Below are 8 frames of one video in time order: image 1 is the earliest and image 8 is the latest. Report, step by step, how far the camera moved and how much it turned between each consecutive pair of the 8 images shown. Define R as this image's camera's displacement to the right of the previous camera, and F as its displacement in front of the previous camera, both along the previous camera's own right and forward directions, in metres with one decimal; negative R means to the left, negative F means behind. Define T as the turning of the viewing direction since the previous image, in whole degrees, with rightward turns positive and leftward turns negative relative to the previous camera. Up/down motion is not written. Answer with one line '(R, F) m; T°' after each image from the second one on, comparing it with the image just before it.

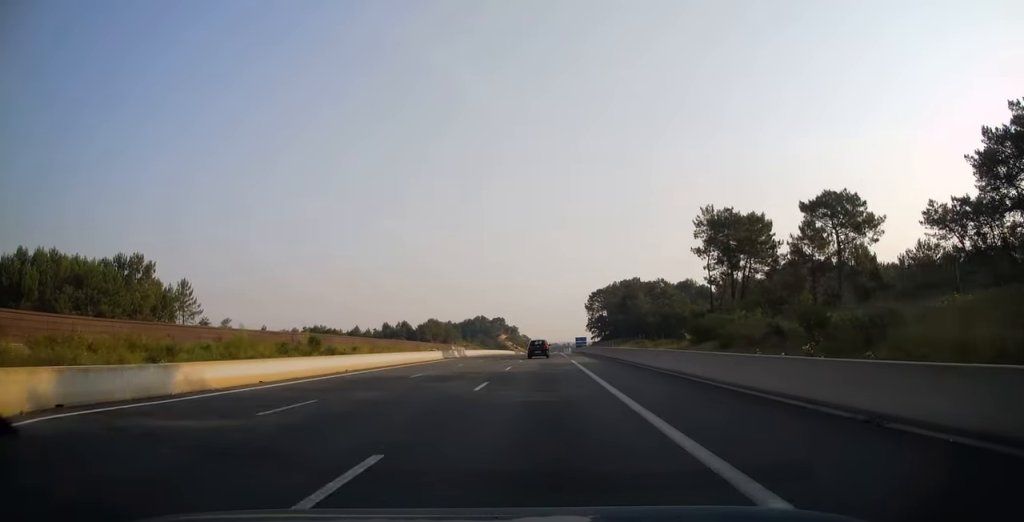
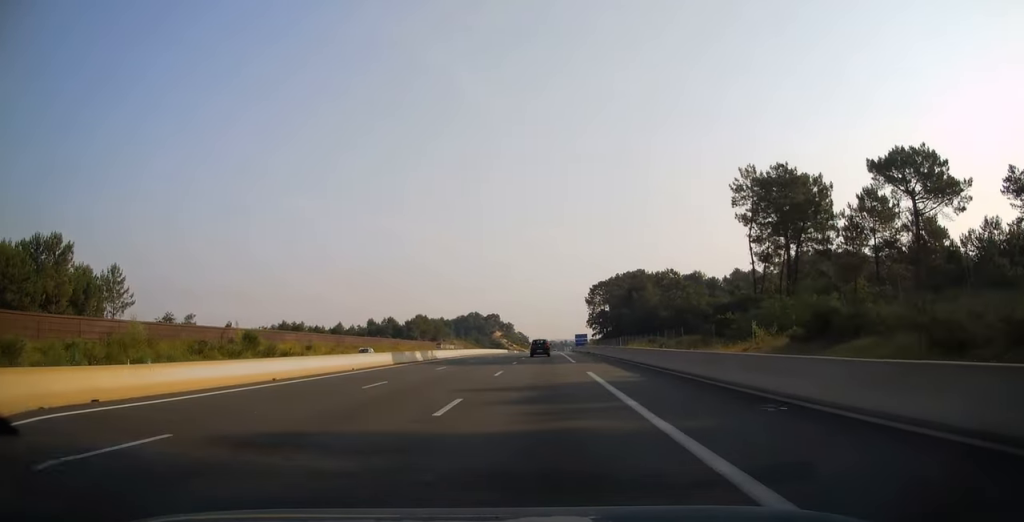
(+0.1, +18.7) m; 0°
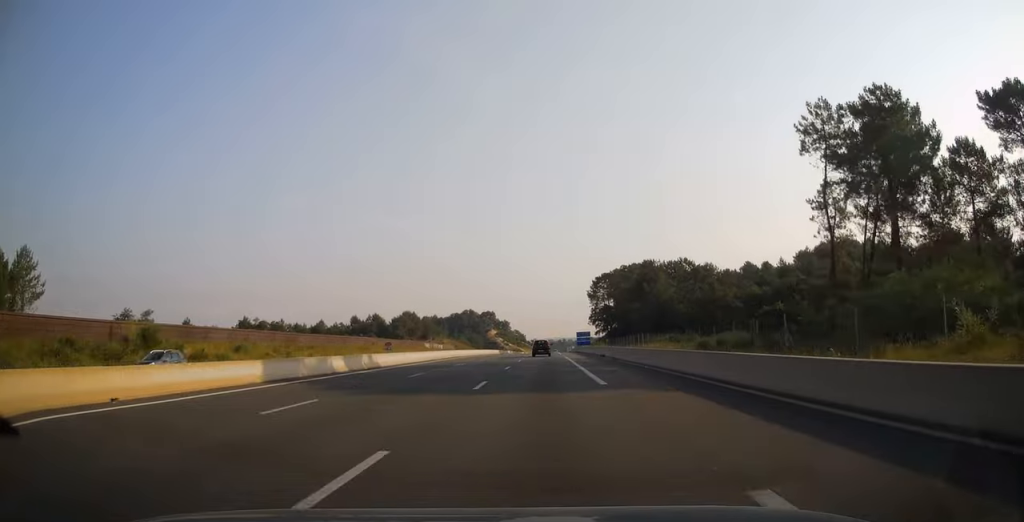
(0.0, +19.3) m; 0°
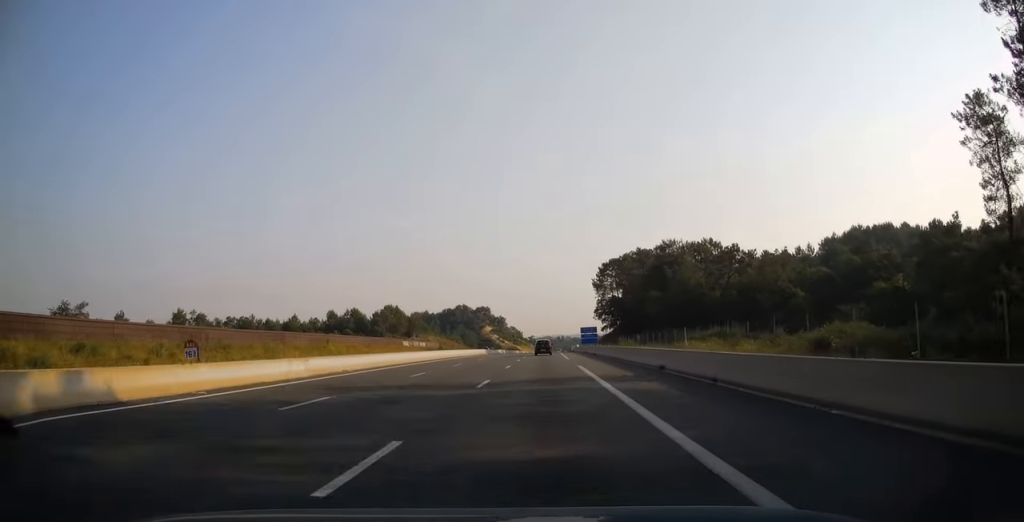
(+0.1, +24.7) m; 0°
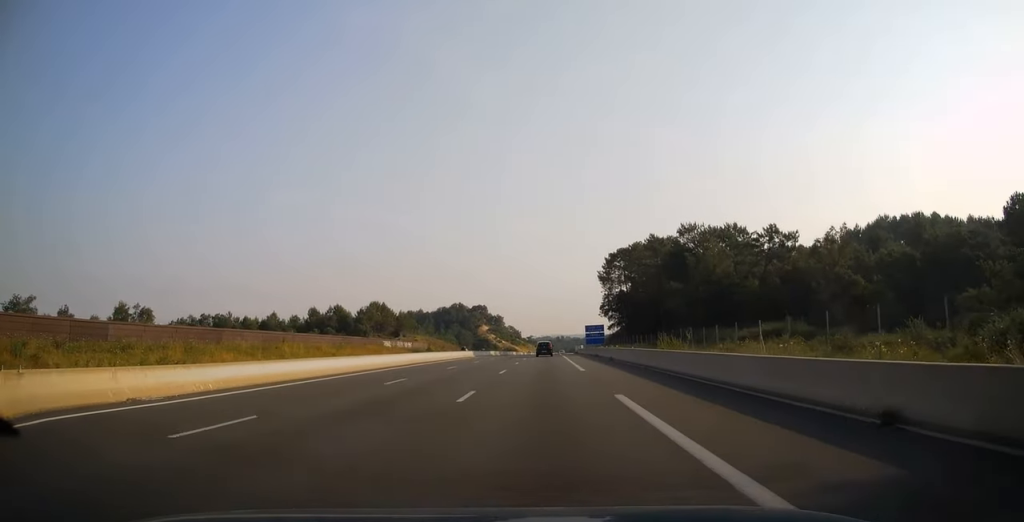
(0.0, +16.8) m; 0°
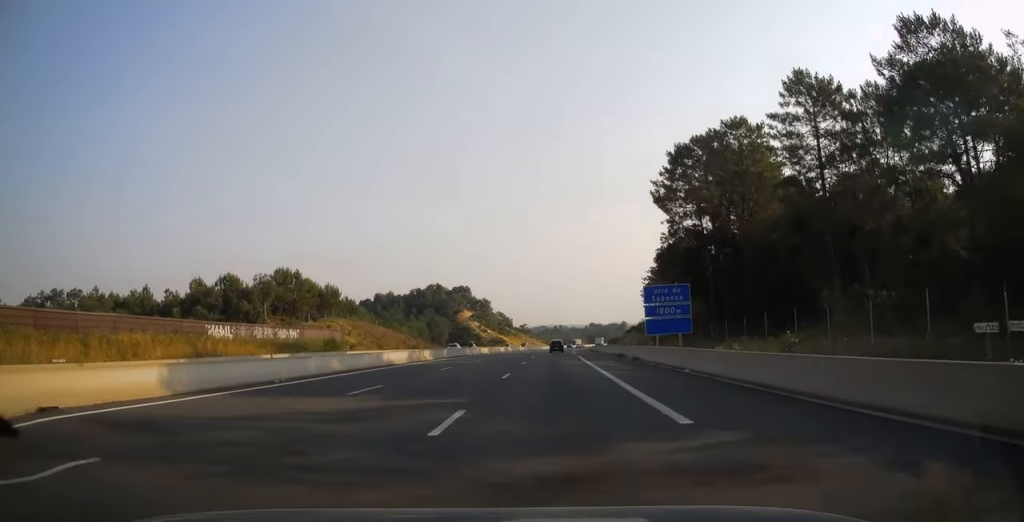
(0.0, +69.7) m; 0°
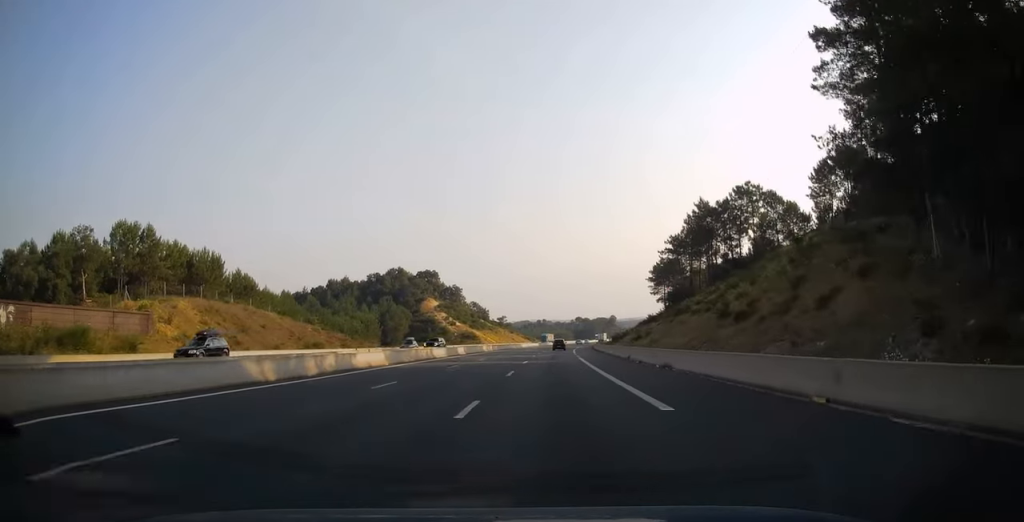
(+0.4, +49.6) m; +2°
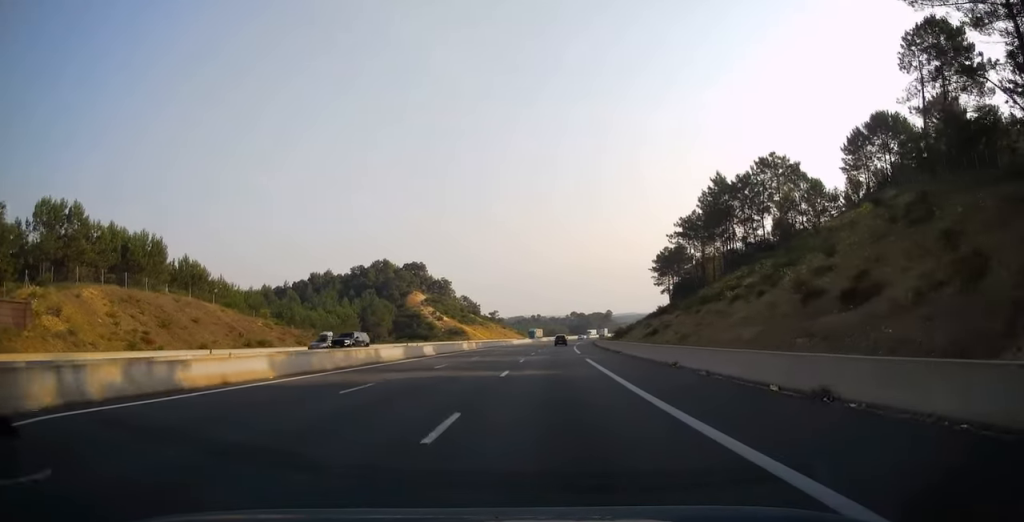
(+0.2, +15.5) m; +1°
